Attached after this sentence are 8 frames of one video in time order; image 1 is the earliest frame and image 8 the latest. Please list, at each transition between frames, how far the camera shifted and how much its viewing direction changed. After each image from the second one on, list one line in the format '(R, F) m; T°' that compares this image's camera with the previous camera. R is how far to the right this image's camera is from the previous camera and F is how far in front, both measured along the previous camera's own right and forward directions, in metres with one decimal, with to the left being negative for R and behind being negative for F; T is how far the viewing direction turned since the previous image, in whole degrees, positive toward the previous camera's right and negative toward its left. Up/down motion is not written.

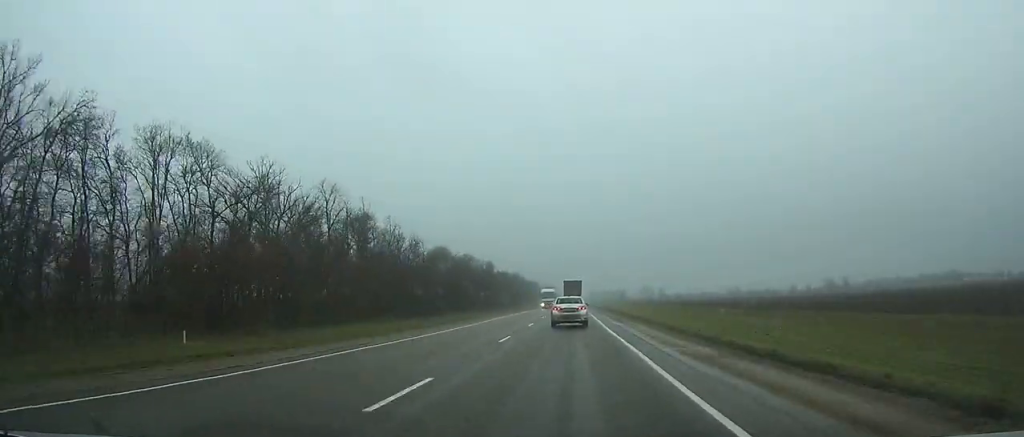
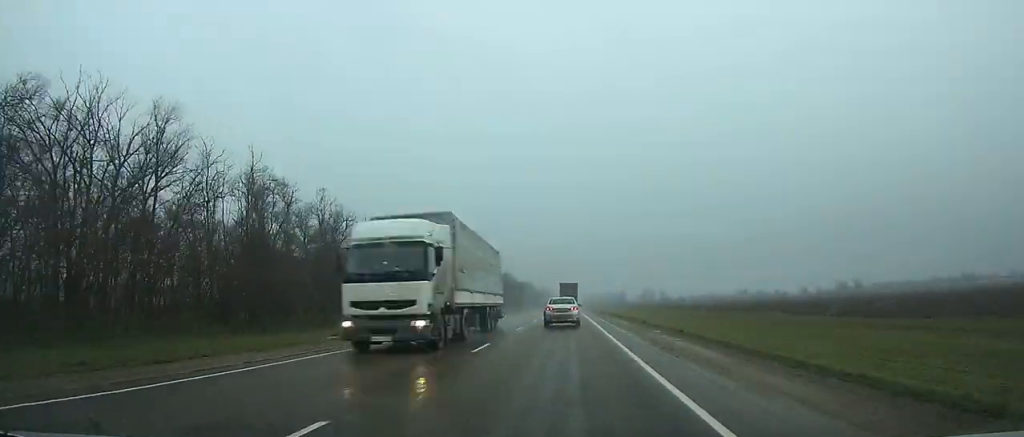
(-0.1, +39.7) m; 0°
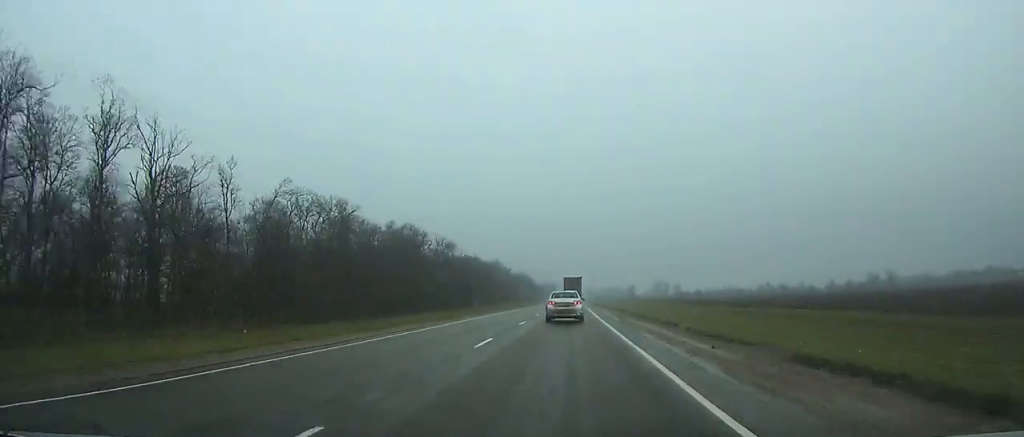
(0.0, +60.3) m; 0°
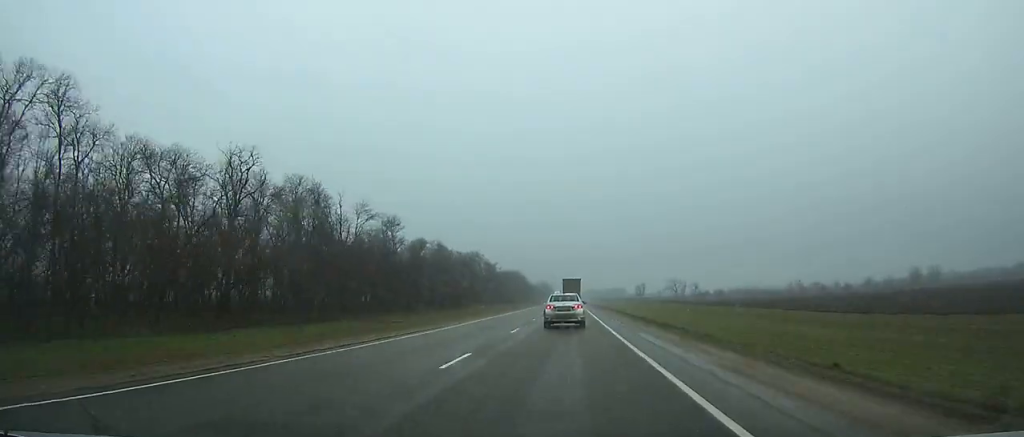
(+0.3, +75.1) m; 0°
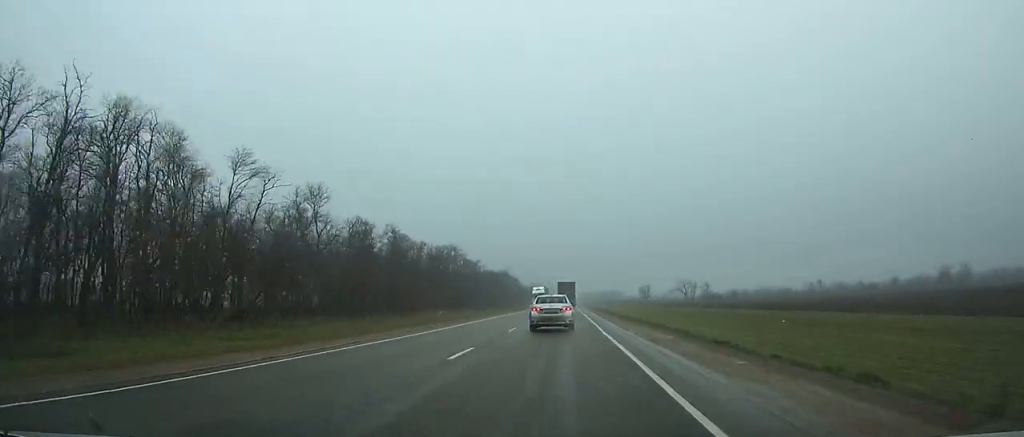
(+0.1, +46.7) m; 0°
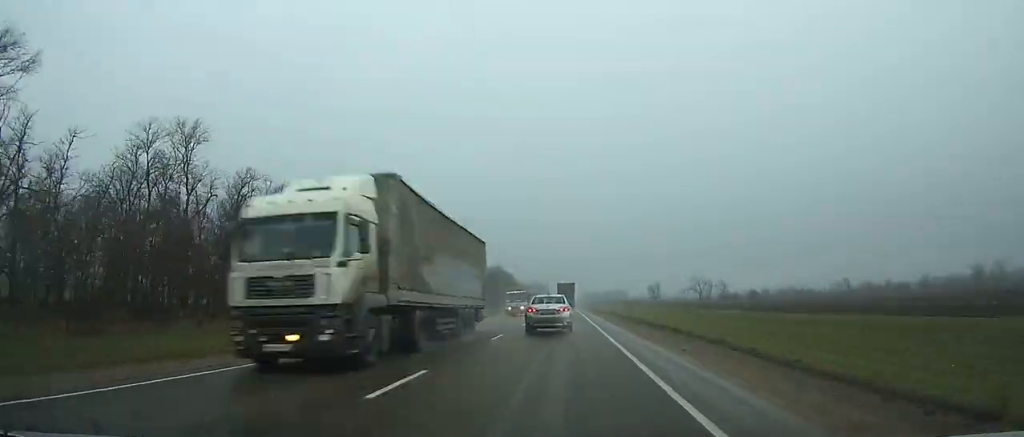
(-0.1, +41.0) m; 0°
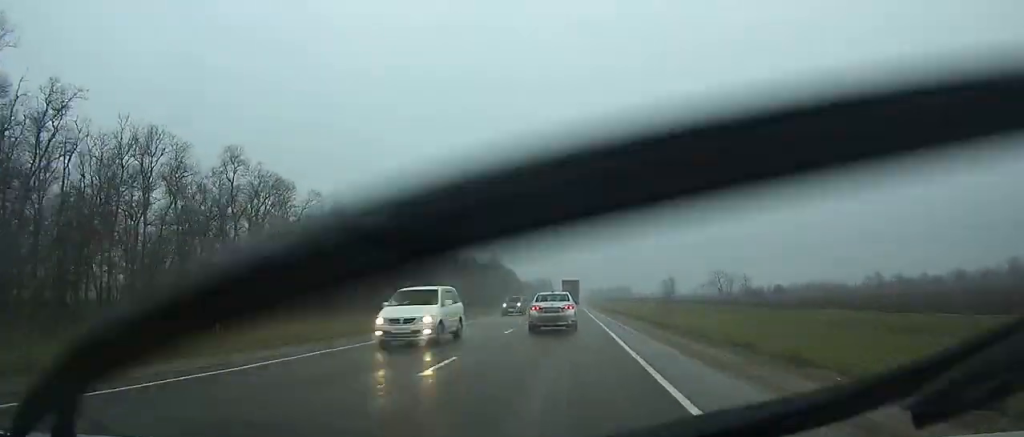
(0.0, +33.5) m; 0°
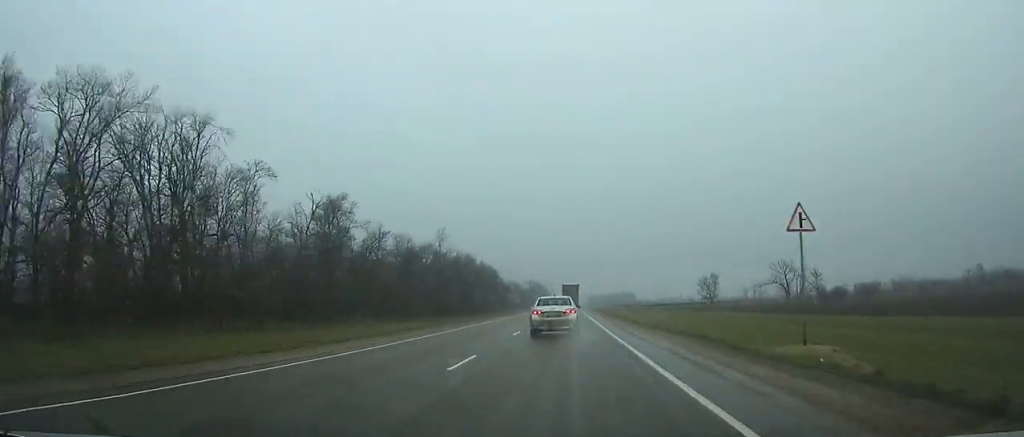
(-0.1, +94.6) m; 0°
